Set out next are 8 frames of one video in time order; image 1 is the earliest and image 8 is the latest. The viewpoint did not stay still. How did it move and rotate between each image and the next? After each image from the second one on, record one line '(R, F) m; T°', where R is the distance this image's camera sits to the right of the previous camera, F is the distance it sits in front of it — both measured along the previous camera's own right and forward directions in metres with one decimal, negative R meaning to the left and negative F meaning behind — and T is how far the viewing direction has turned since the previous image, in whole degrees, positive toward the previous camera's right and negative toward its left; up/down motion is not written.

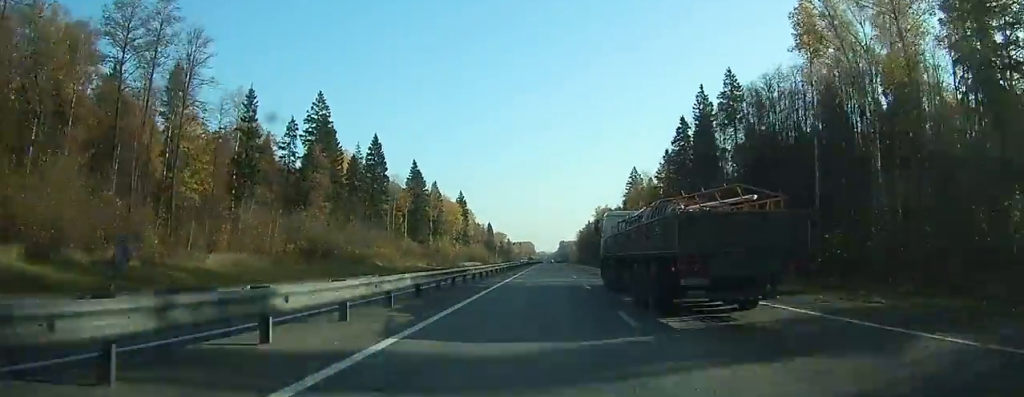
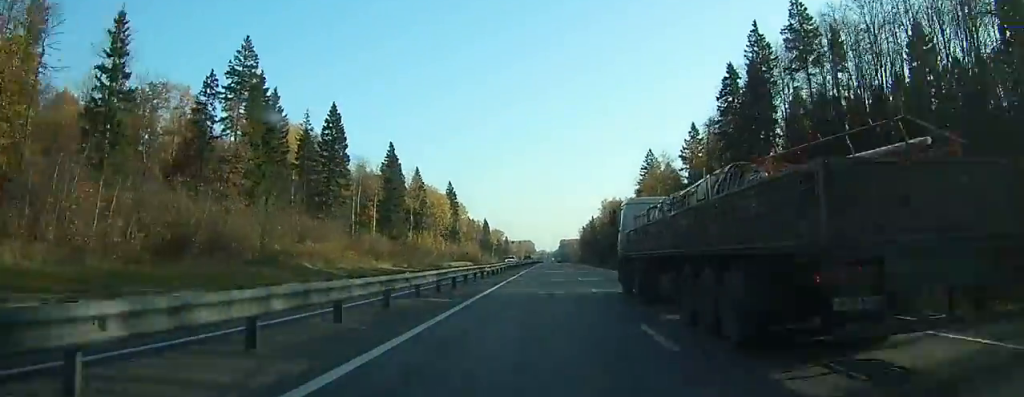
(0.0, +28.2) m; 0°
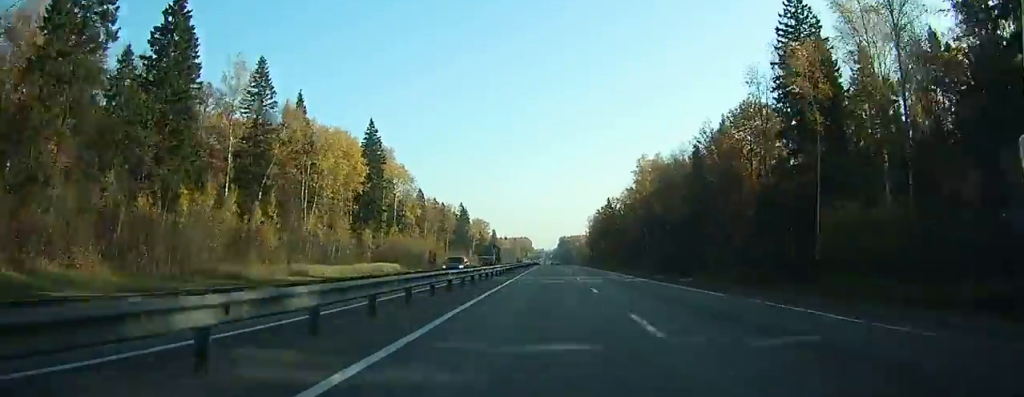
(+0.3, +91.8) m; +1°
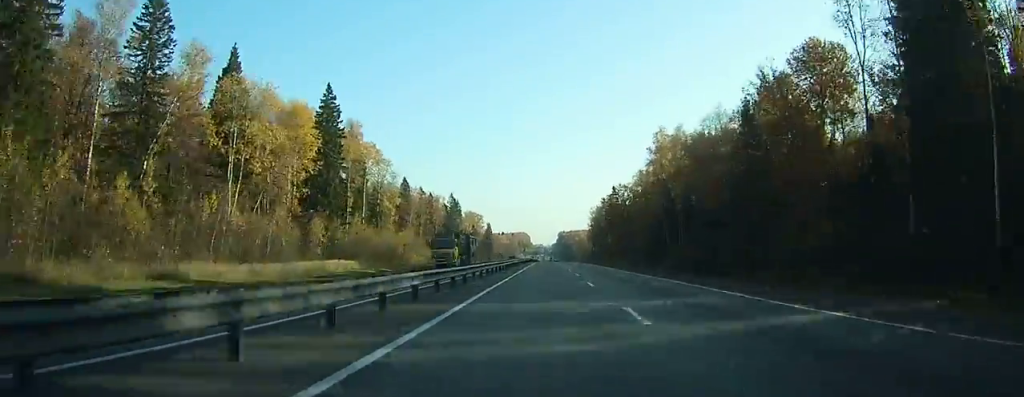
(0.0, +23.6) m; 0°
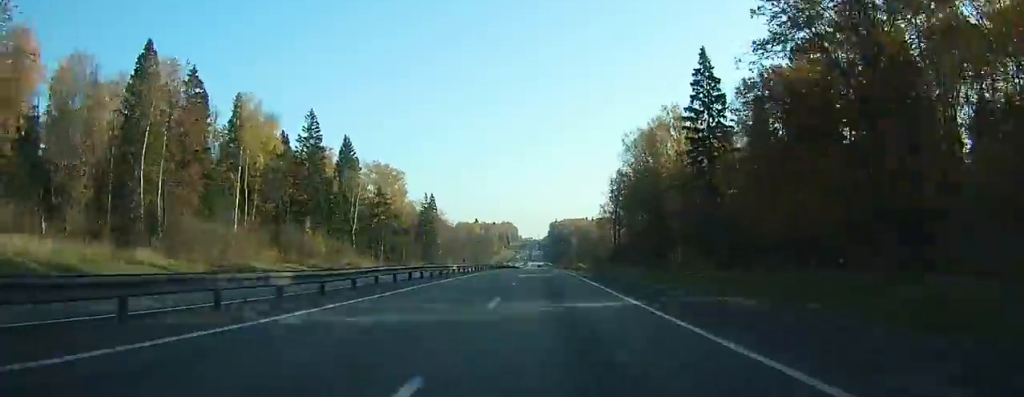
(+1.7, +148.8) m; +1°
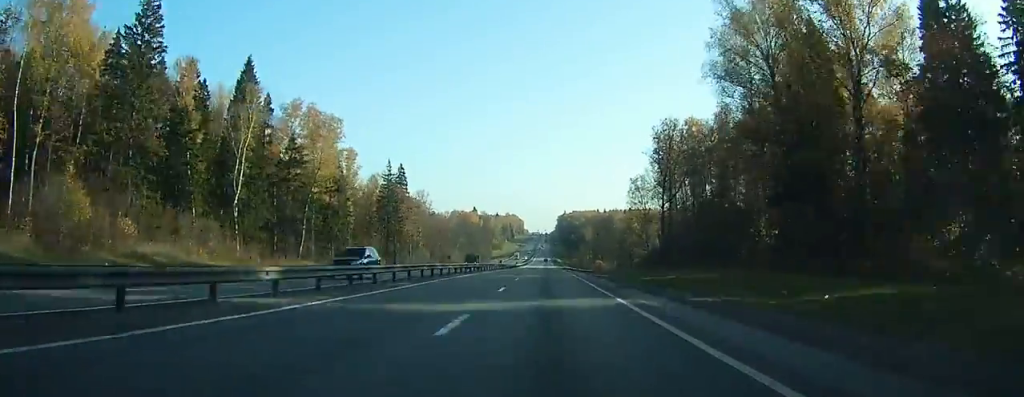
(-0.2, +52.6) m; 0°
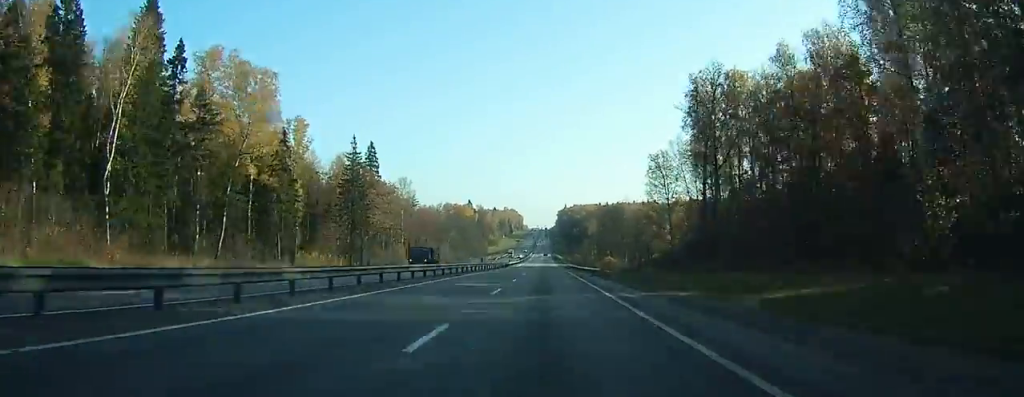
(0.0, +24.5) m; 0°
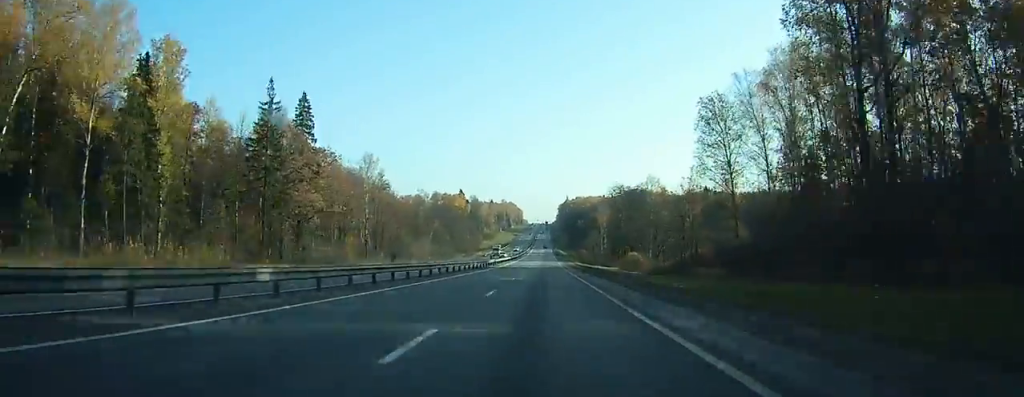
(-0.1, +35.1) m; 0°
